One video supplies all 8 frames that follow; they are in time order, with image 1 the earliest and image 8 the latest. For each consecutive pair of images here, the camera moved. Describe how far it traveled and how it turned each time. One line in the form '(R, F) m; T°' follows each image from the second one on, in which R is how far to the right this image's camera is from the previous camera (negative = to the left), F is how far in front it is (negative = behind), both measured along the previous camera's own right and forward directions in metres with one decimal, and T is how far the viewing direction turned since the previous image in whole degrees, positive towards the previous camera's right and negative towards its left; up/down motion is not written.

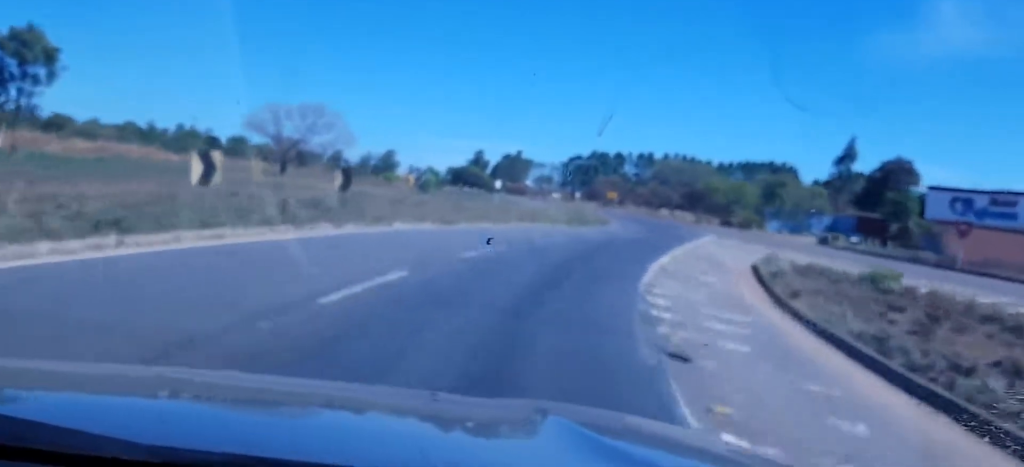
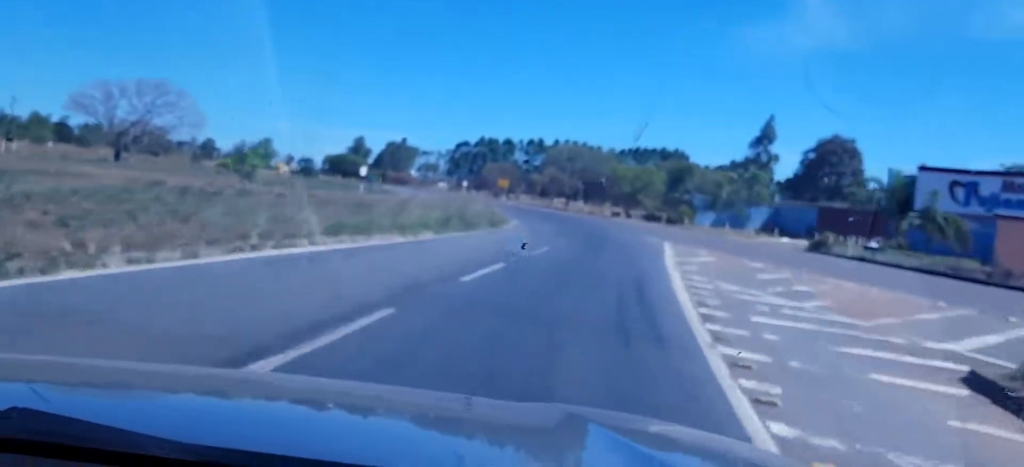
(+1.9, +20.5) m; +10°
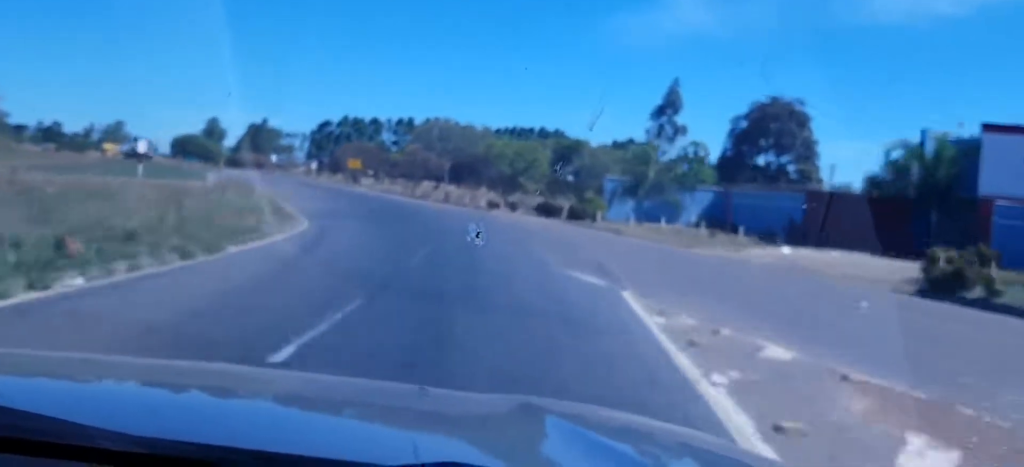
(+2.0, +22.6) m; +7°
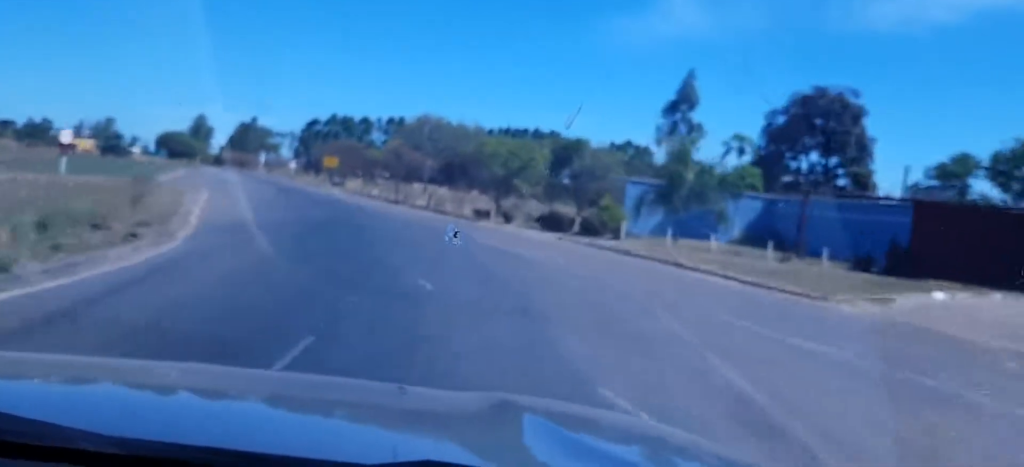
(+0.1, +10.9) m; +1°
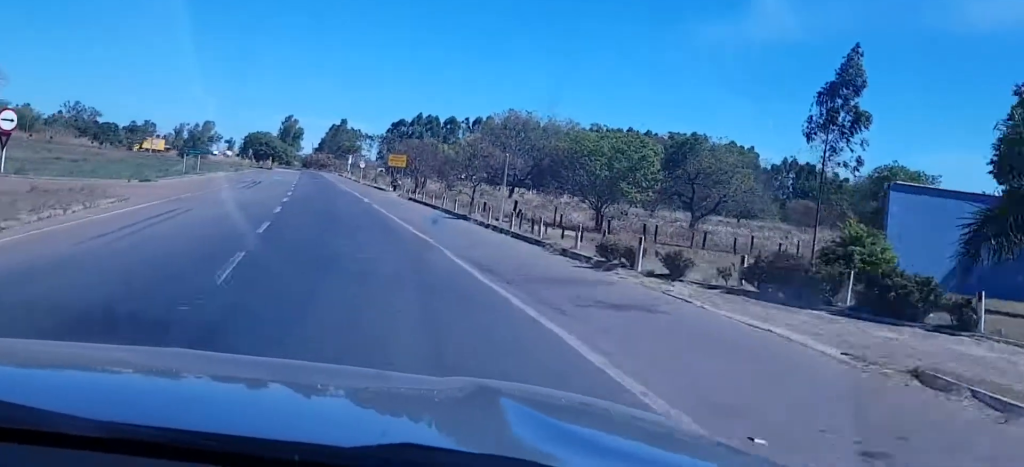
(0.0, +18.8) m; -4°
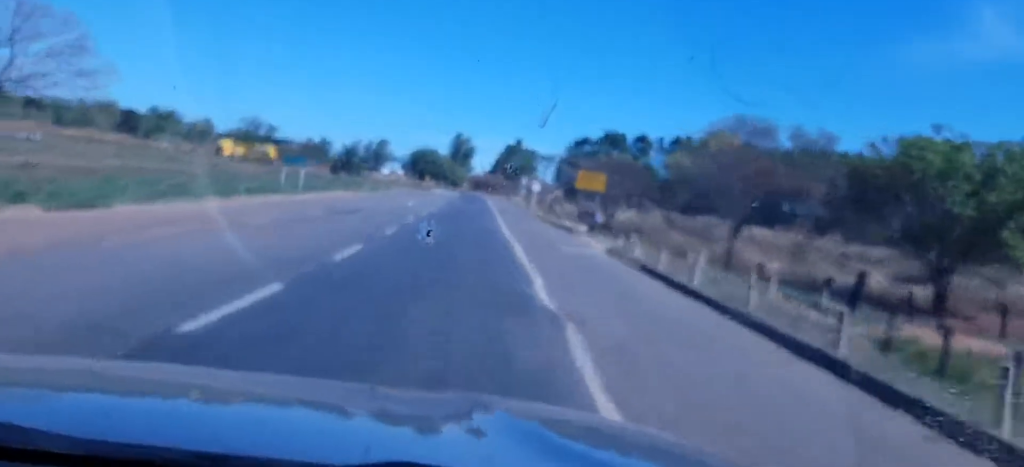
(-3.4, +28.1) m; -12°
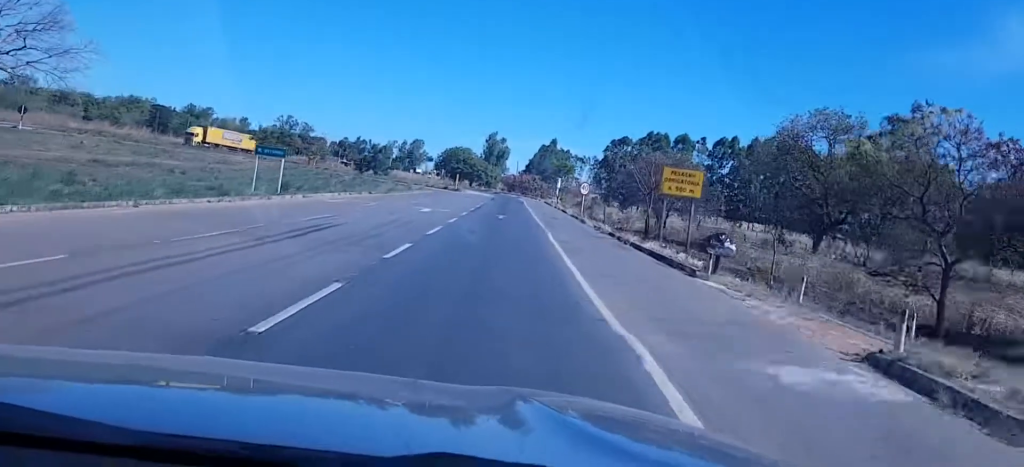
(-0.6, +16.4) m; -2°
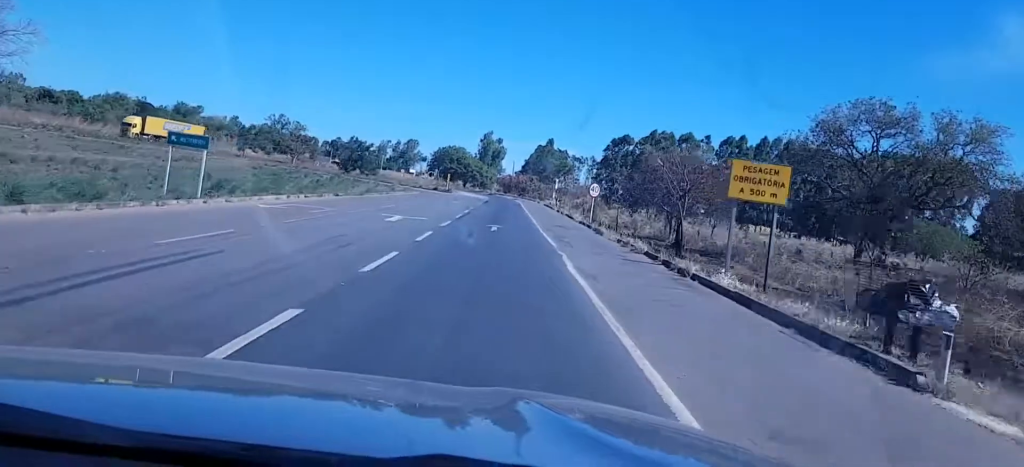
(-0.1, +10.8) m; -1°
